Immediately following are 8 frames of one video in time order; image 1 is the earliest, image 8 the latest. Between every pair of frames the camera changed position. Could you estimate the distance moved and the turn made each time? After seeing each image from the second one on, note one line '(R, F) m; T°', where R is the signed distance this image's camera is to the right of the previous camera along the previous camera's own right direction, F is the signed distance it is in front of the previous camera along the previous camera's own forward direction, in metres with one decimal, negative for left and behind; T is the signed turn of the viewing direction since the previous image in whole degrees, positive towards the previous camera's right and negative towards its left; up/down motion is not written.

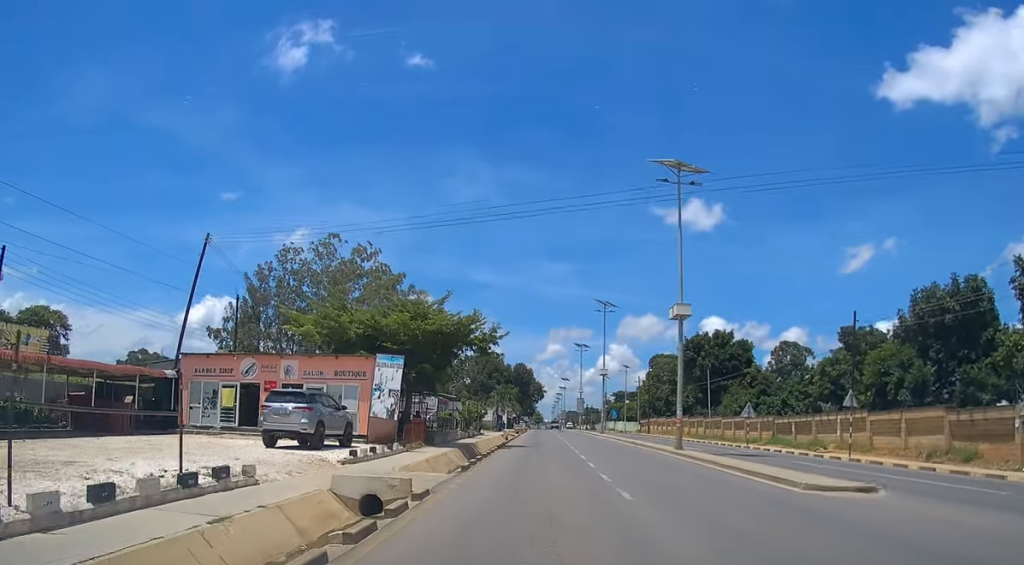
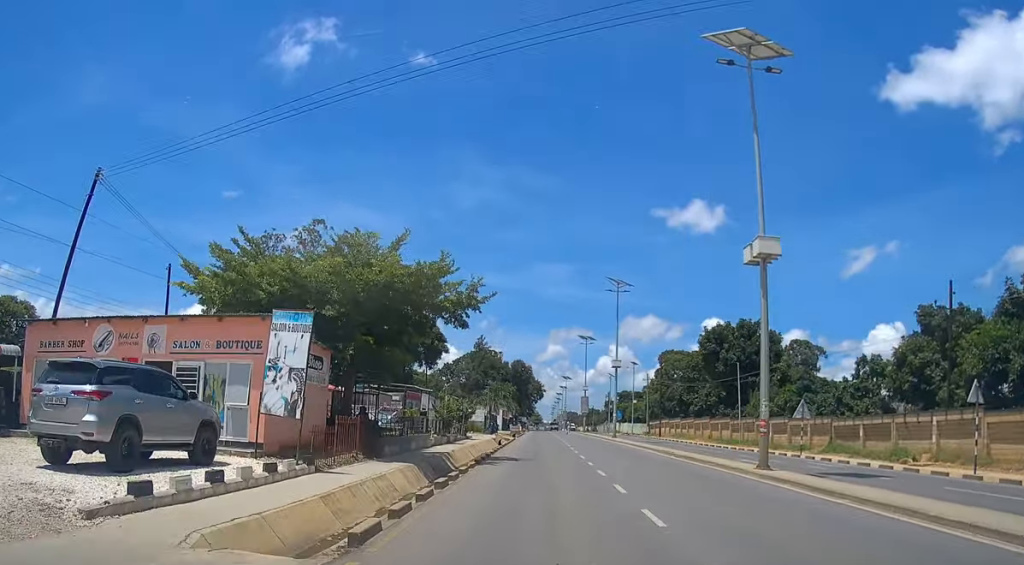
(-0.1, +11.0) m; 0°
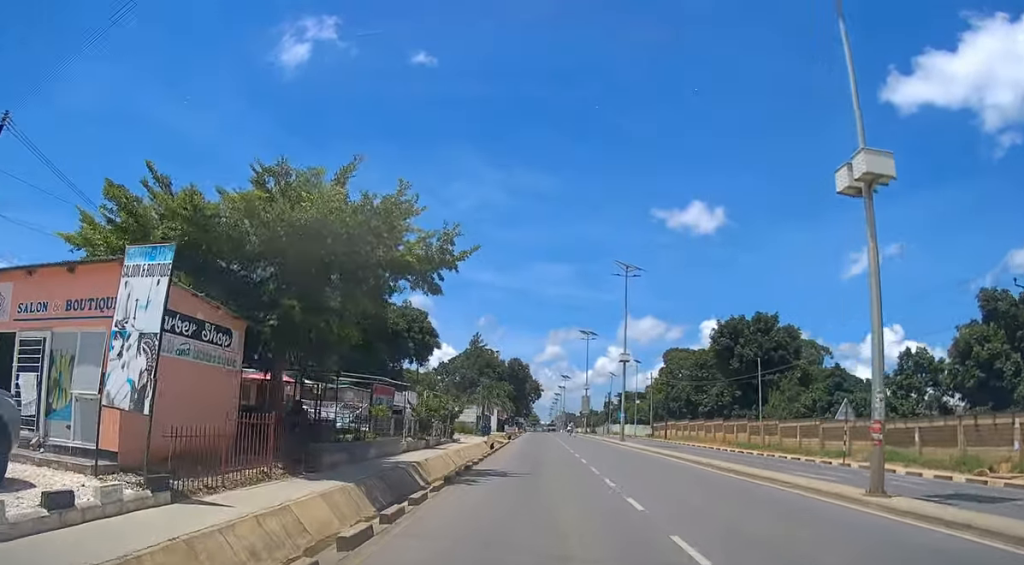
(+0.1, +6.5) m; 0°
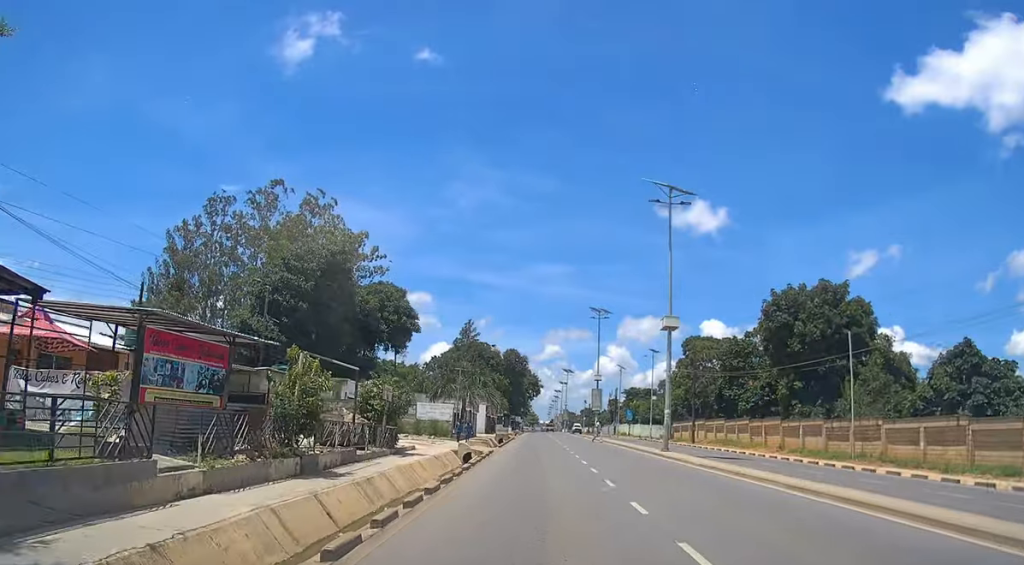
(+0.1, +16.7) m; 0°
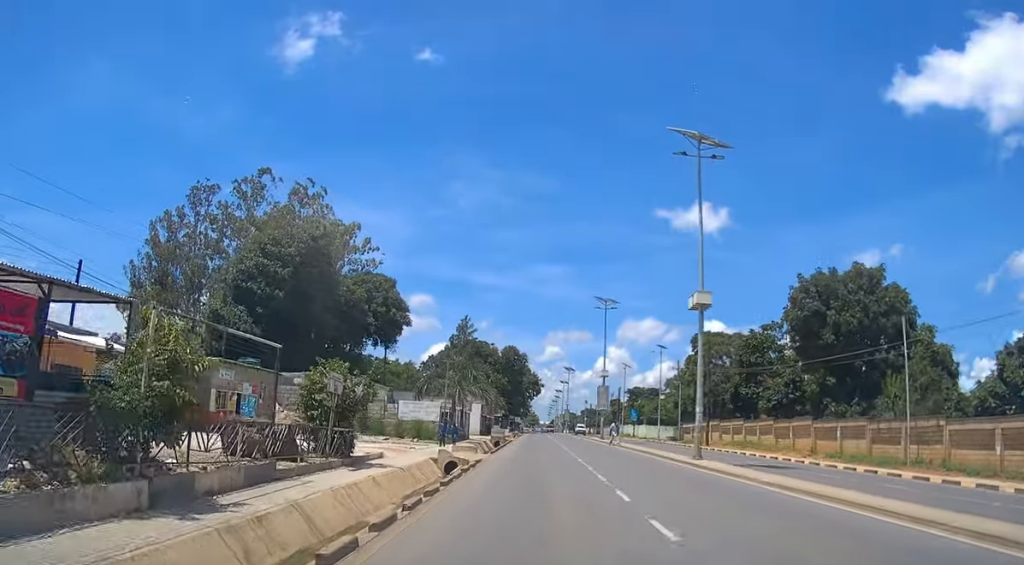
(0.0, +6.2) m; 0°
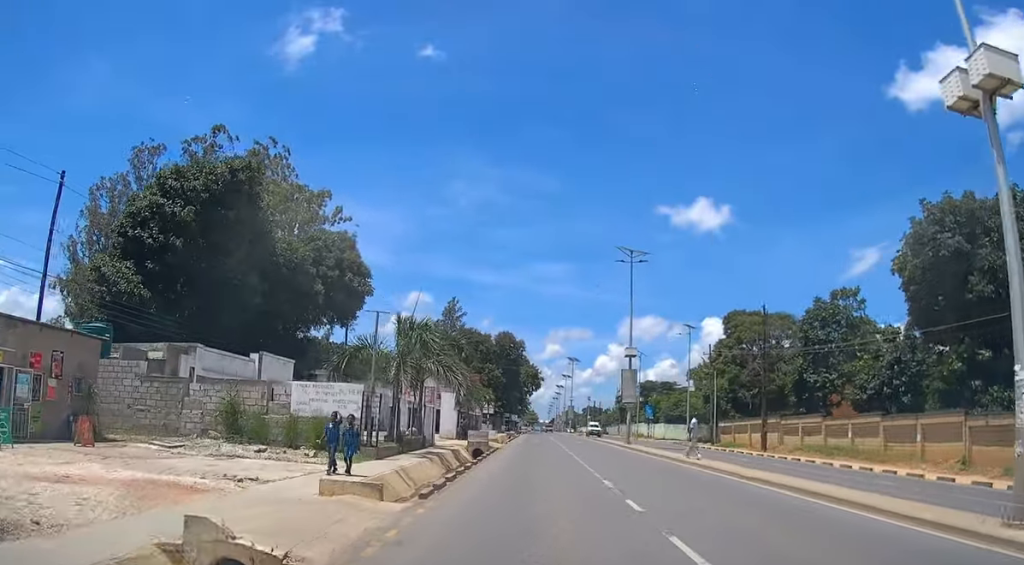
(-0.1, +17.7) m; 0°
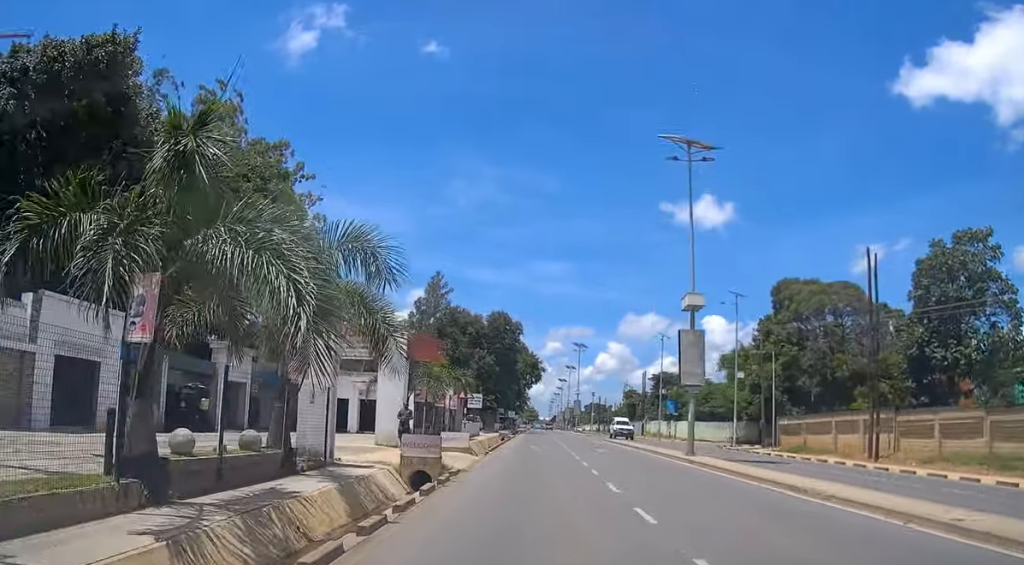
(+0.1, +17.5) m; 0°
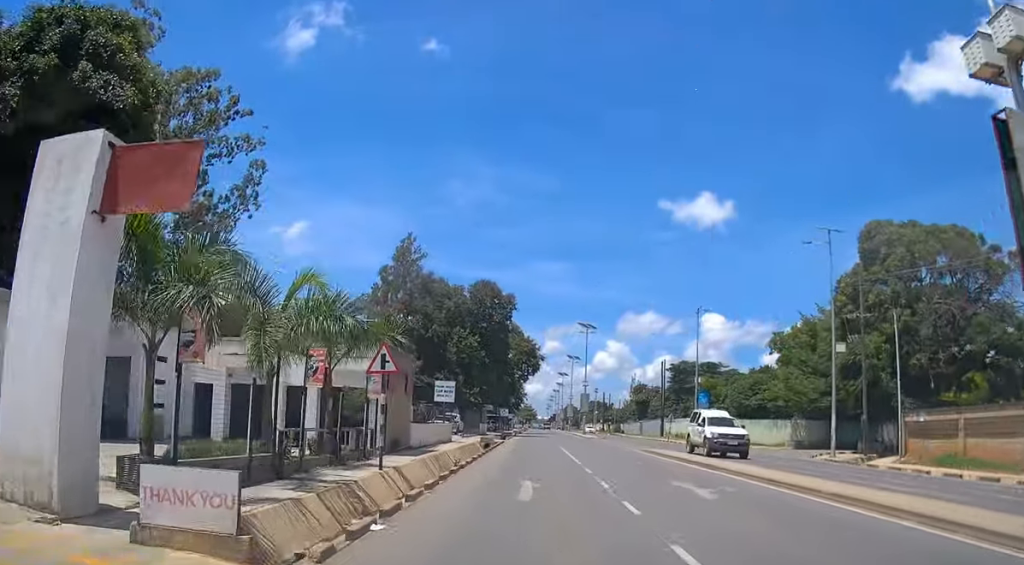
(-0.1, +19.5) m; 0°
